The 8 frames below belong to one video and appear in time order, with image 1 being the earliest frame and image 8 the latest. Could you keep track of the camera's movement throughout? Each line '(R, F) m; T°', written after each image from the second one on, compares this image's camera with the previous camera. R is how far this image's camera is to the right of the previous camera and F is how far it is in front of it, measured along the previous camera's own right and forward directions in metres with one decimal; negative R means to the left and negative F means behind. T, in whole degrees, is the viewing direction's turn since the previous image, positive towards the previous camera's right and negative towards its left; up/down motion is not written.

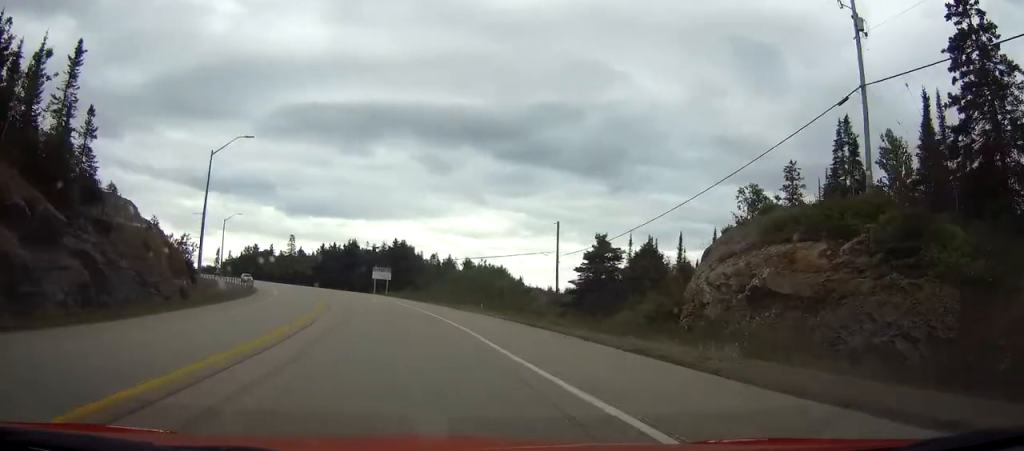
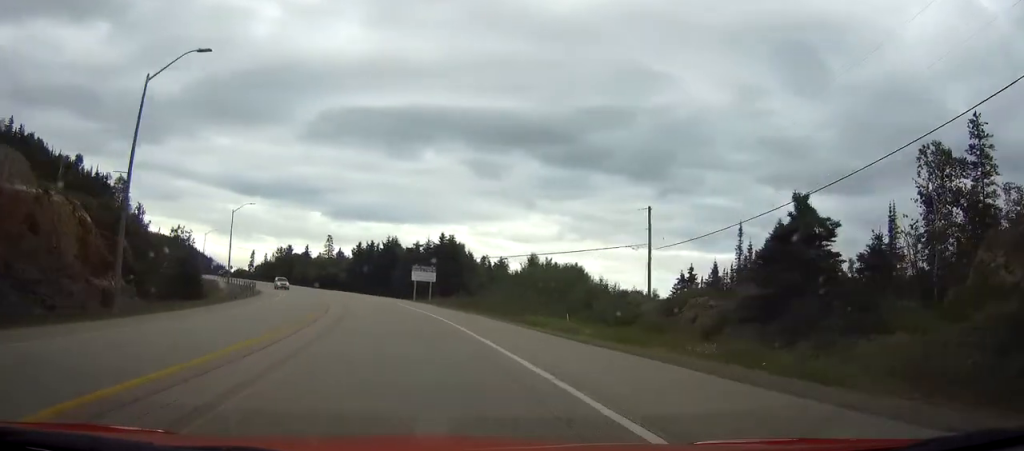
(-1.8, +19.3) m; -9°
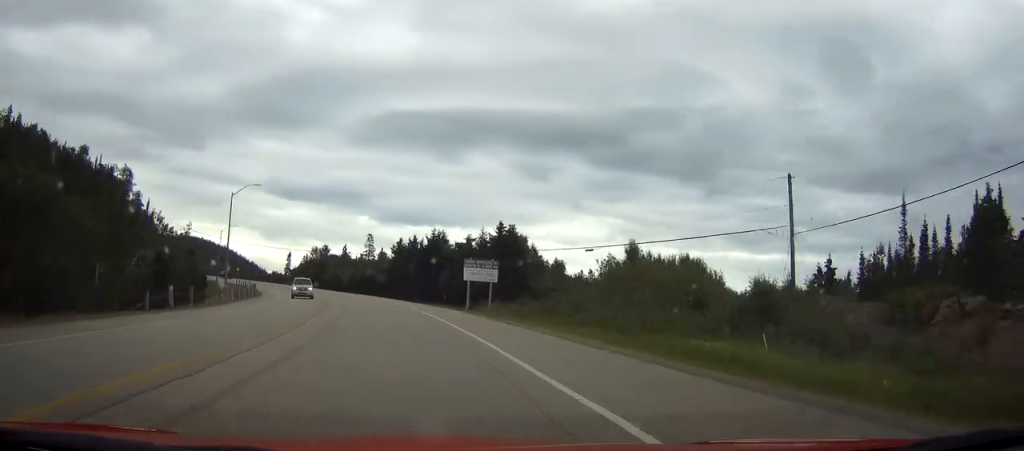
(-1.6, +20.2) m; -7°
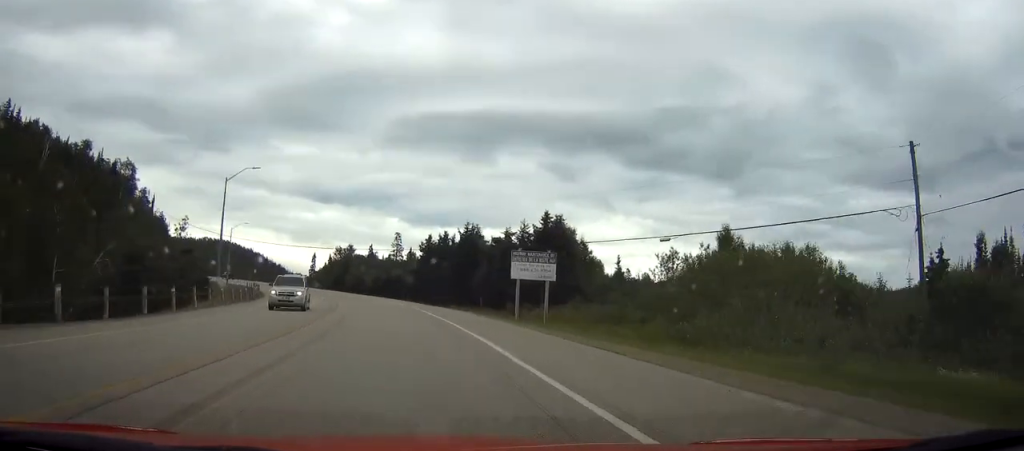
(-0.1, +12.0) m; -3°
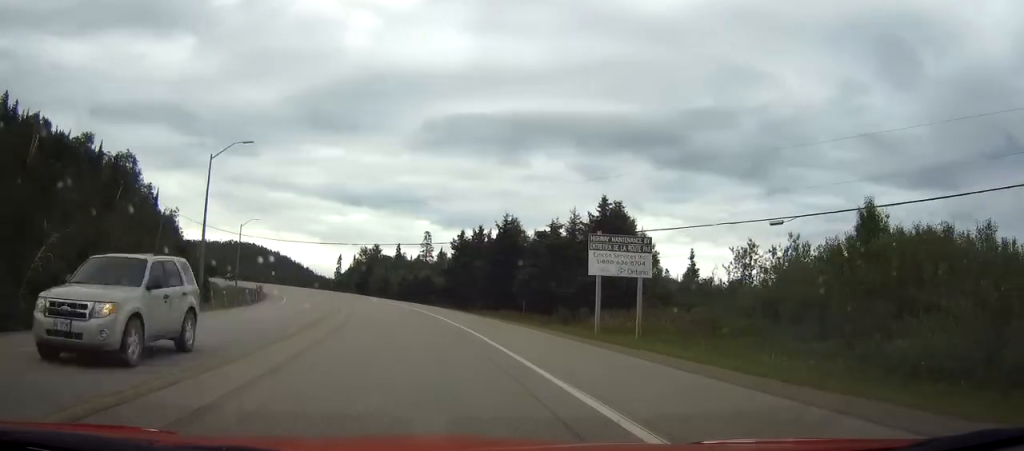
(-0.5, +12.0) m; -2°
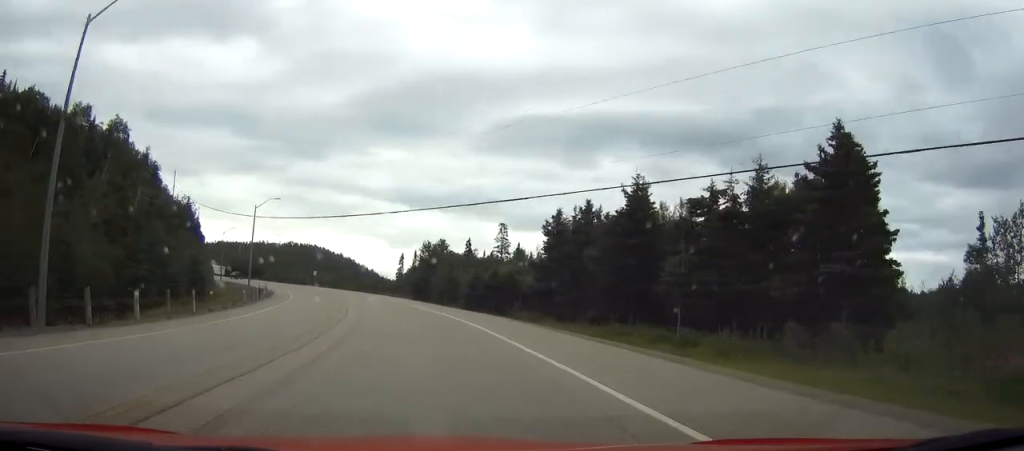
(-1.2, +27.7) m; -5°
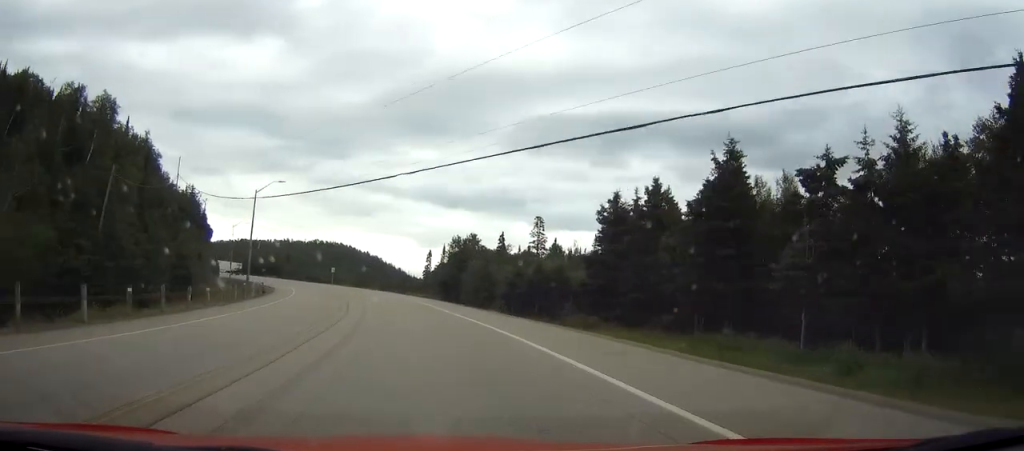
(-0.3, +11.9) m; -2°
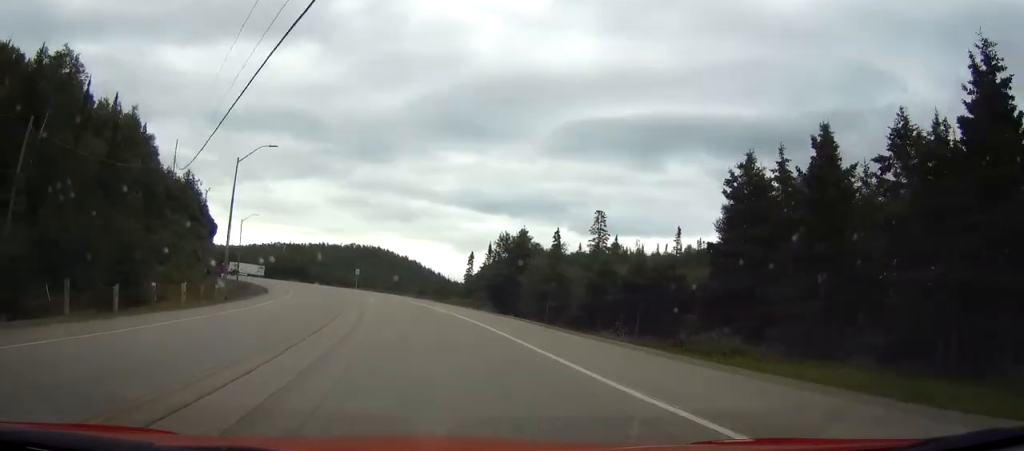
(-0.6, +19.2) m; -4°
